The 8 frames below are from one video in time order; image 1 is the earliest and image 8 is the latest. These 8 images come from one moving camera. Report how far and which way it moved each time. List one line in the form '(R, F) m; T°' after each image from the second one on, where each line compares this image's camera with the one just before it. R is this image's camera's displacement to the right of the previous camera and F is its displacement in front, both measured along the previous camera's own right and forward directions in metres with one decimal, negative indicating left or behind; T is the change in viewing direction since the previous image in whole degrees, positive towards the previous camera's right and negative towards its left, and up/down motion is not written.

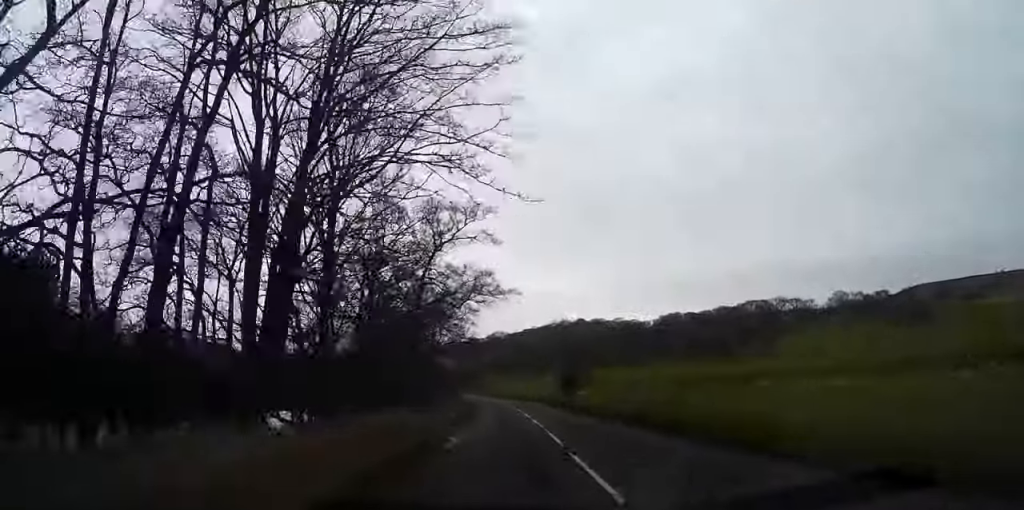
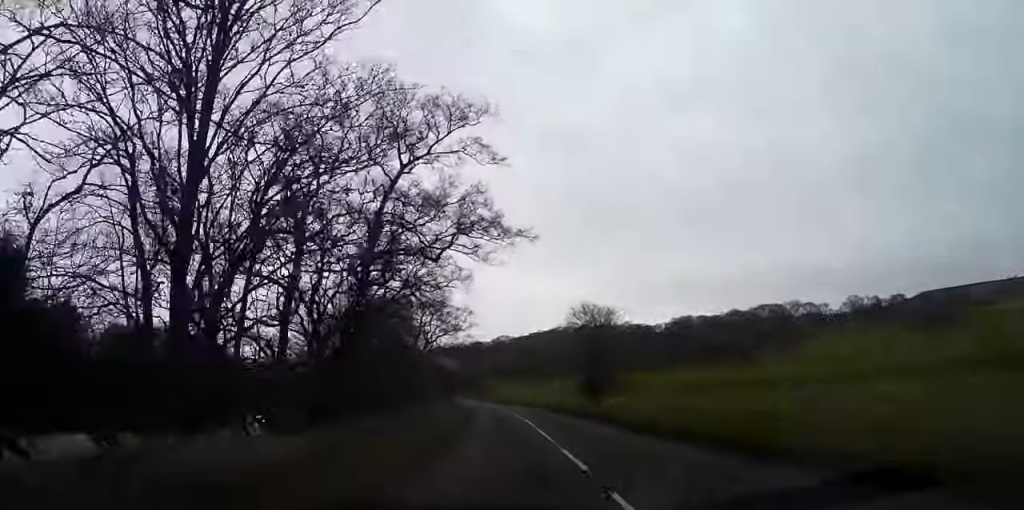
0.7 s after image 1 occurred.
(0.0, +14.0) m; 0°
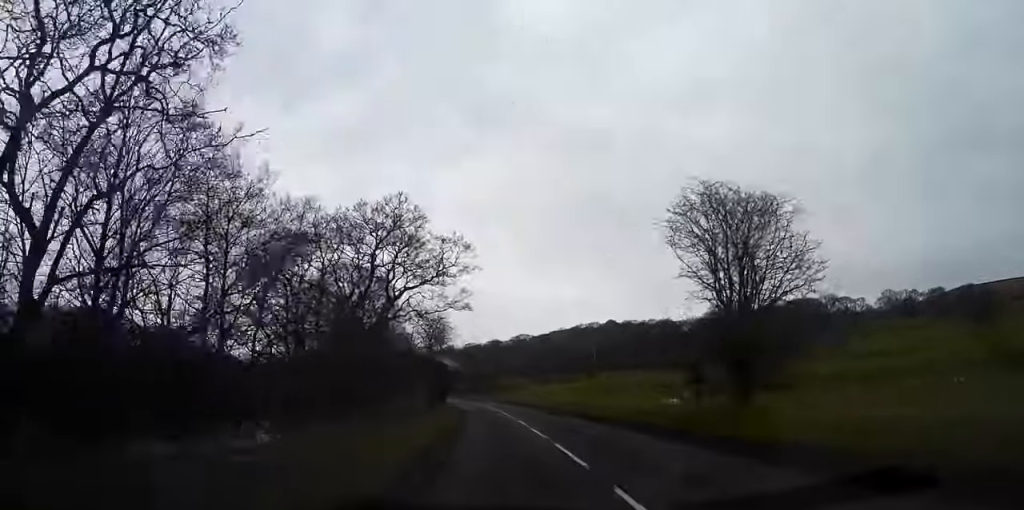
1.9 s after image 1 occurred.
(-0.1, +26.4) m; -1°
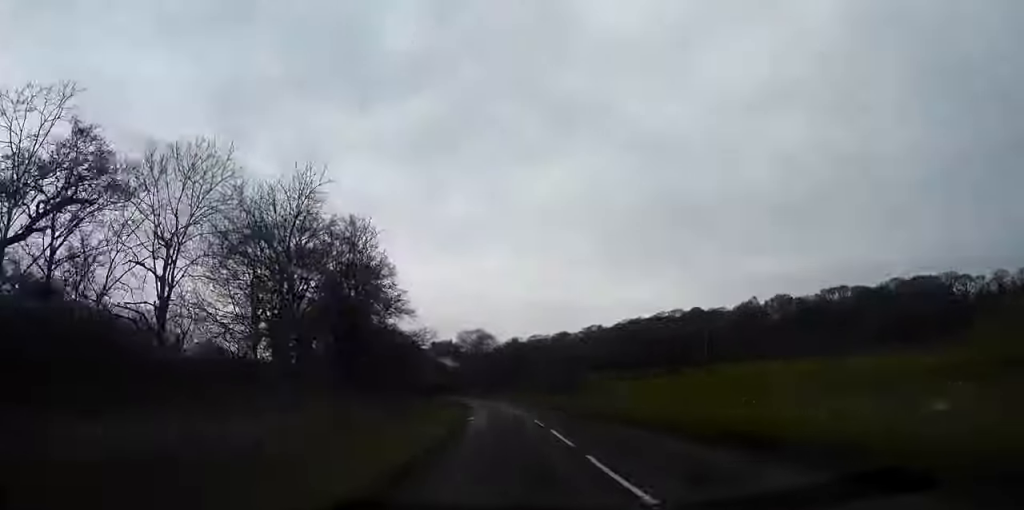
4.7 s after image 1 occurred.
(-2.7, +67.3) m; -5°
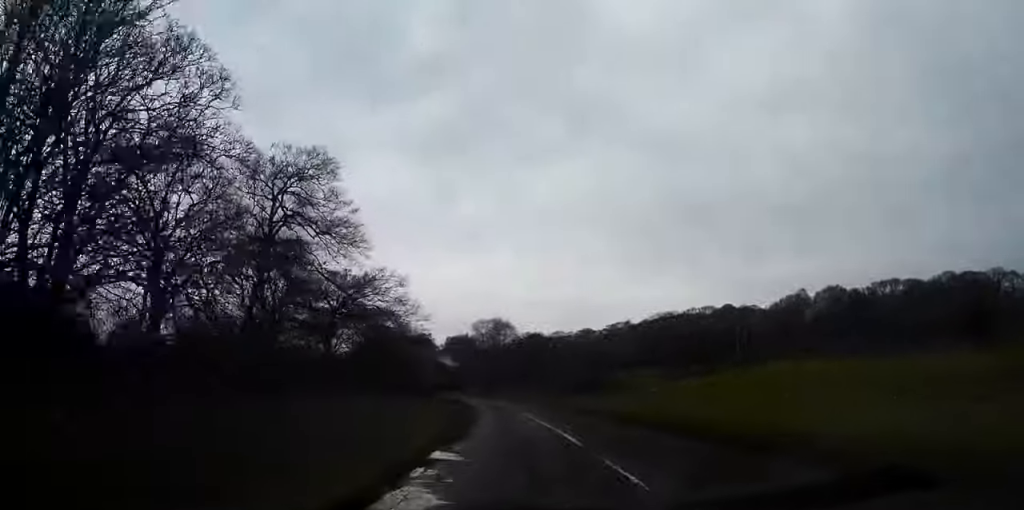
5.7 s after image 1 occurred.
(-0.4, +26.1) m; -2°
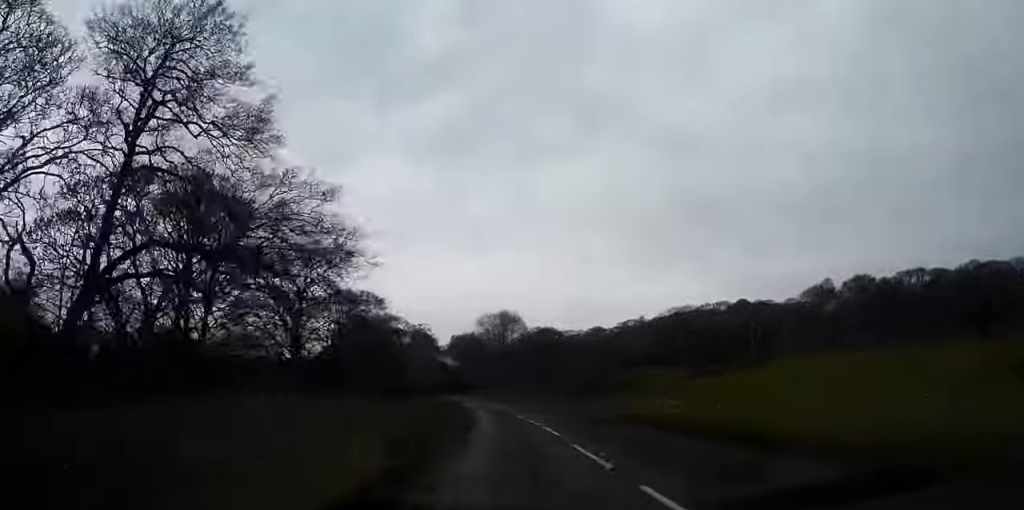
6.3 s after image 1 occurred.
(0.0, +13.8) m; -1°
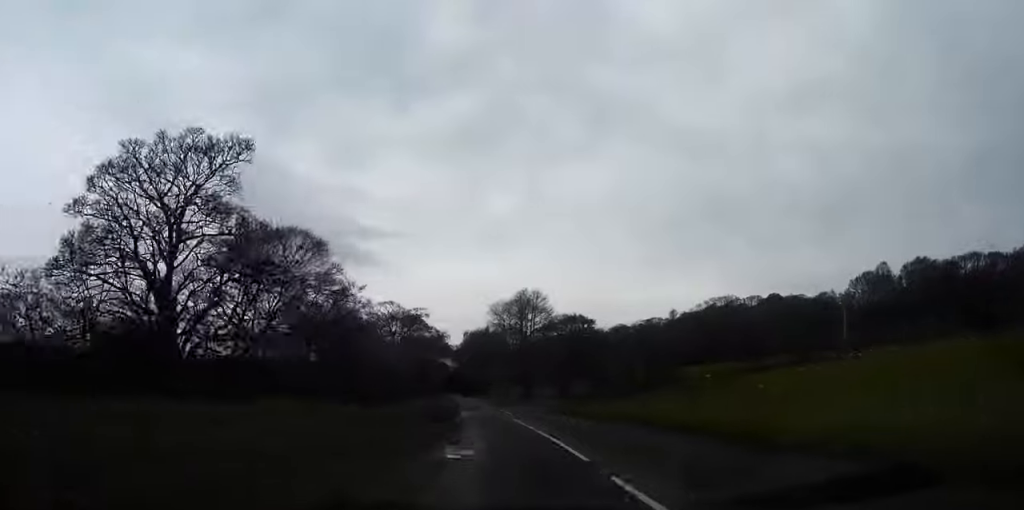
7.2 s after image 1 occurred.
(-0.5, +25.3) m; -1°
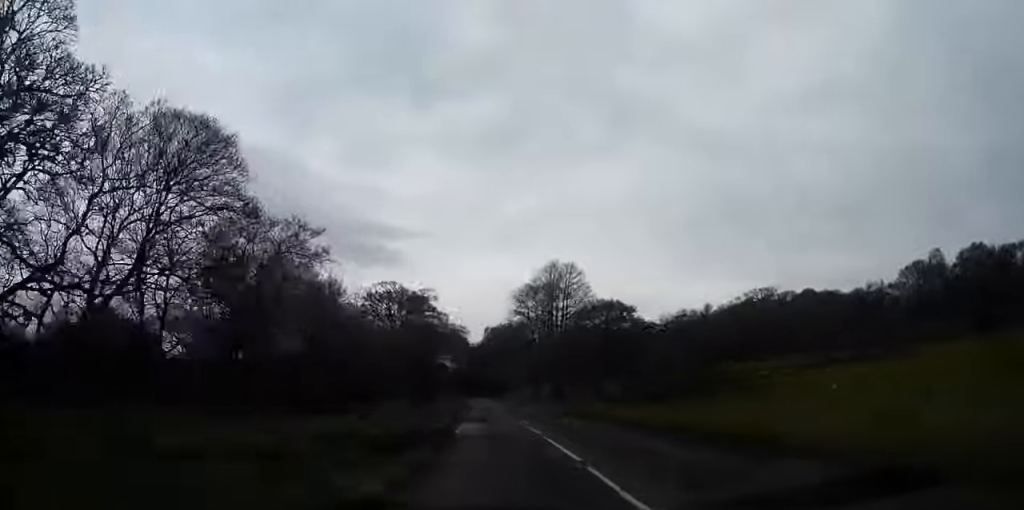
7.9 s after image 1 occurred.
(-0.1, +16.7) m; -1°
